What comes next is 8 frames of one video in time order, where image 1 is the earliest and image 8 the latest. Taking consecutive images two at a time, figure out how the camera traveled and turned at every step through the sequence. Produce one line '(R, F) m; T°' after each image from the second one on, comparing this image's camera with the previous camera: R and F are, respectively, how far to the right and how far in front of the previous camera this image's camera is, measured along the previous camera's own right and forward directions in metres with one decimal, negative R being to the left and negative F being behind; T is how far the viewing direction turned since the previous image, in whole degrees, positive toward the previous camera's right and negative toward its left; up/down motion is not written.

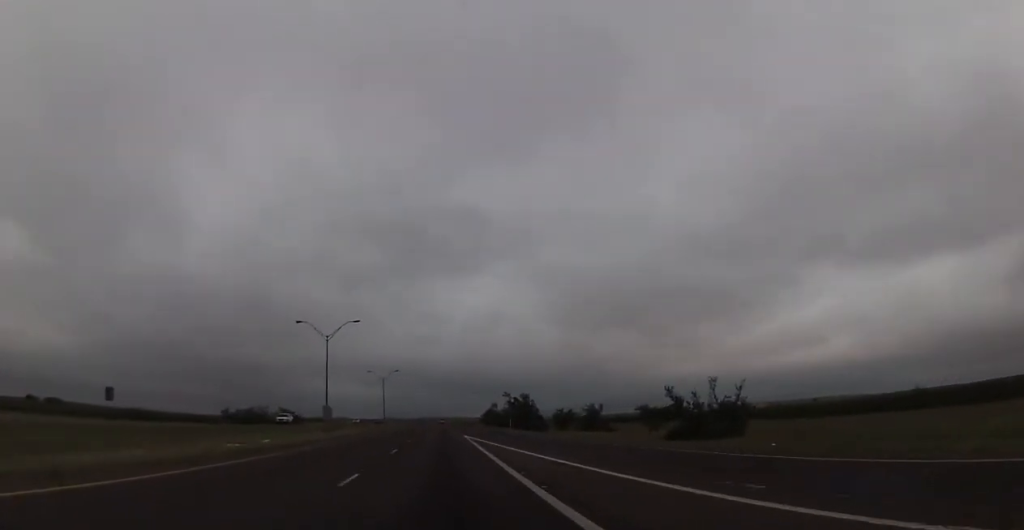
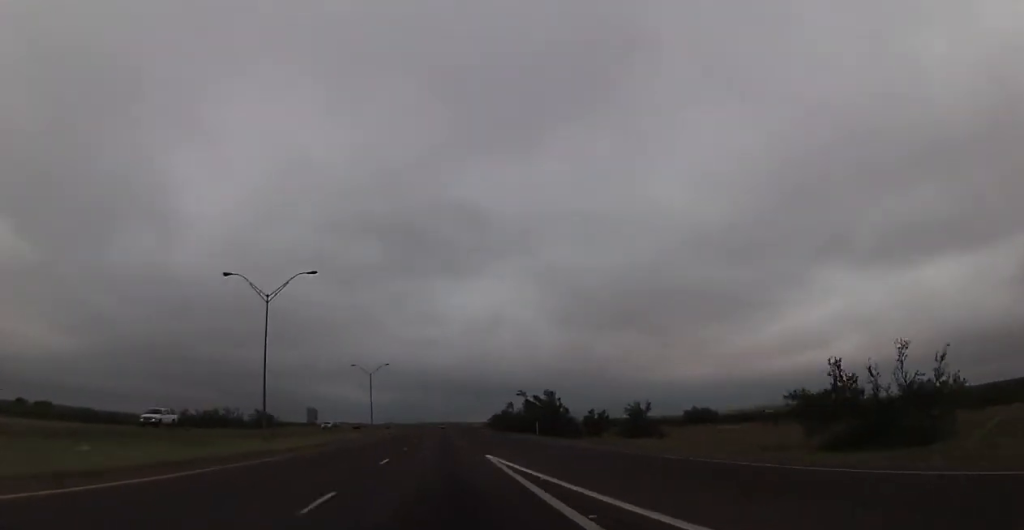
(-0.4, +28.2) m; 0°
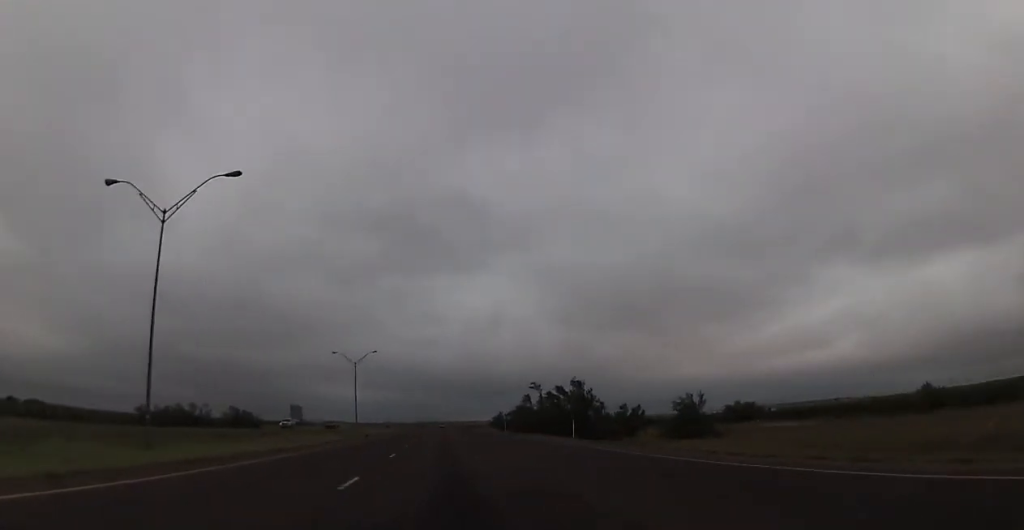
(+0.2, +20.8) m; 0°
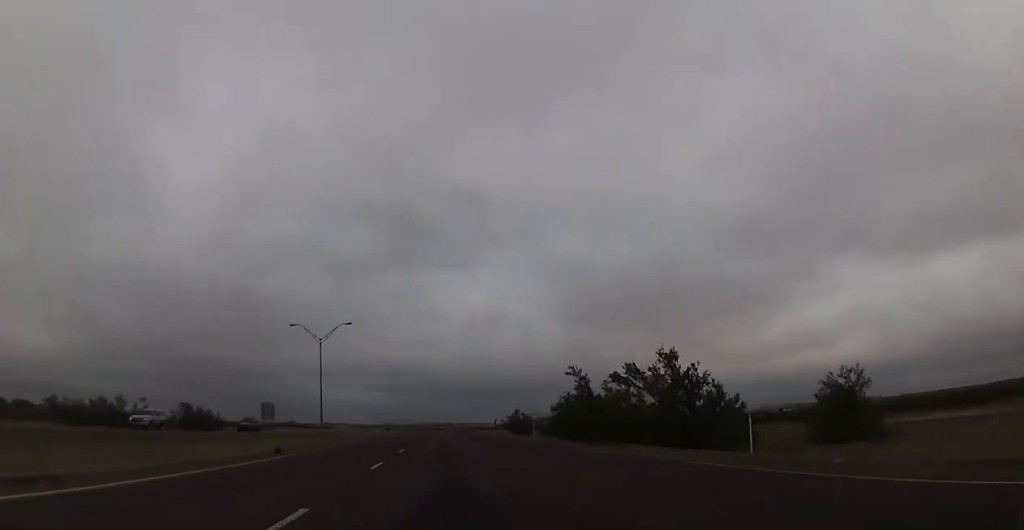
(+0.3, +30.7) m; 0°
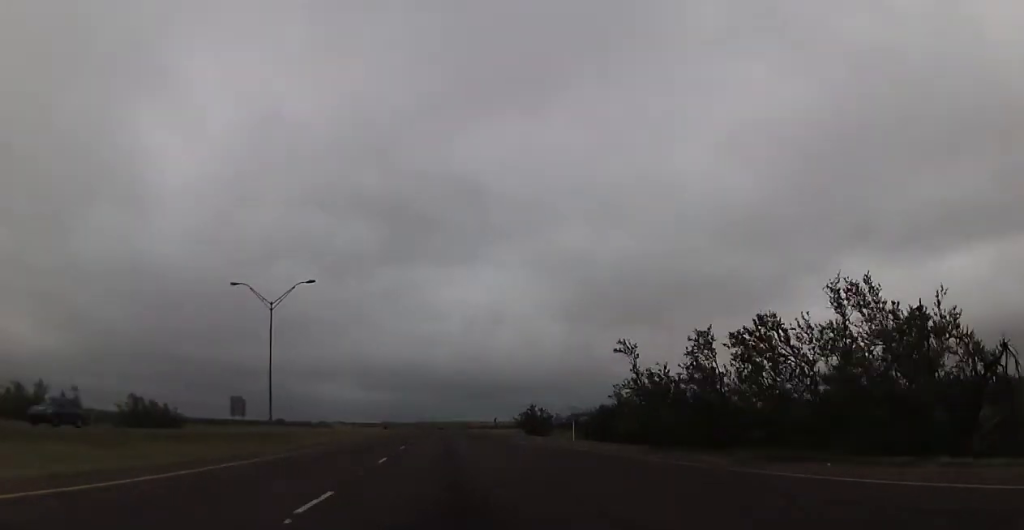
(+0.2, +22.1) m; -1°
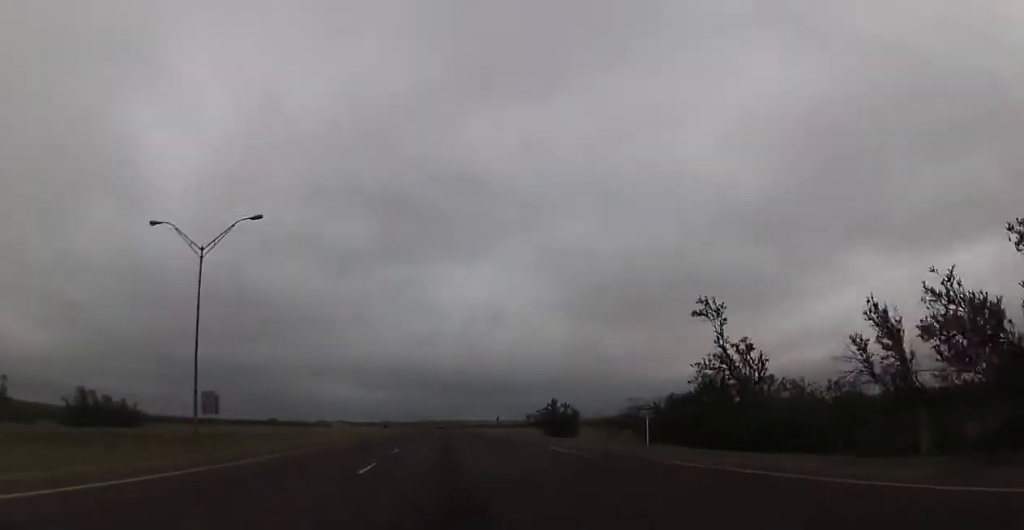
(-0.3, +17.1) m; 0°
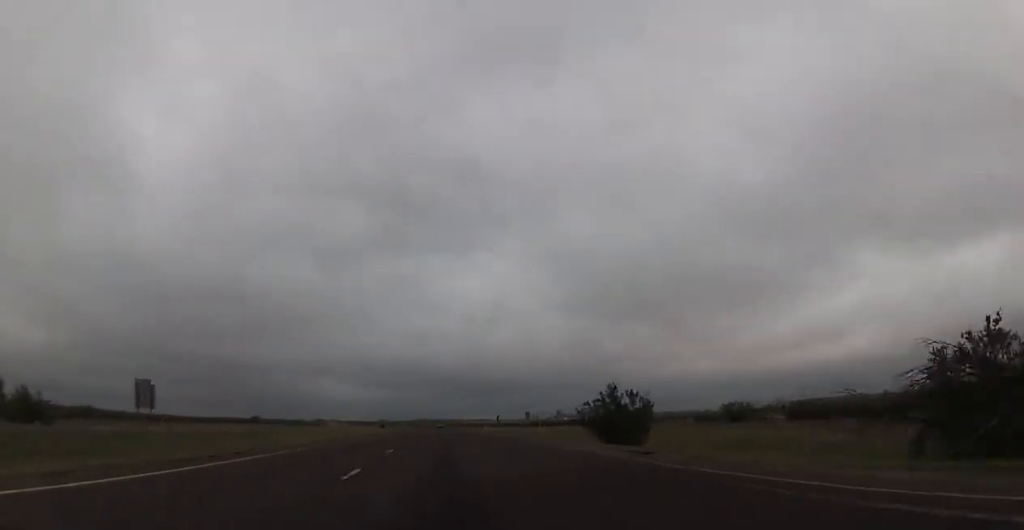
(-0.4, +26.9) m; 0°
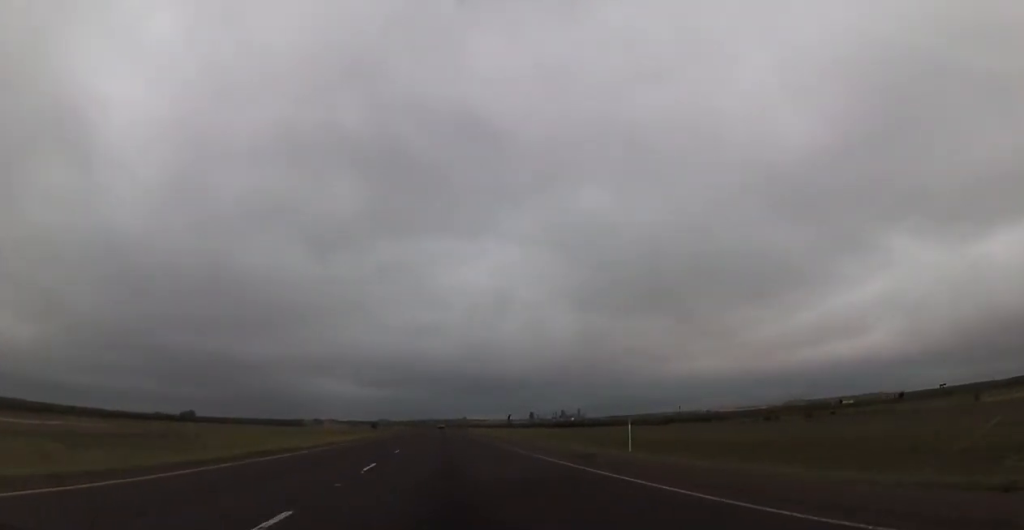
(+1.2, +83.1) m; +1°
